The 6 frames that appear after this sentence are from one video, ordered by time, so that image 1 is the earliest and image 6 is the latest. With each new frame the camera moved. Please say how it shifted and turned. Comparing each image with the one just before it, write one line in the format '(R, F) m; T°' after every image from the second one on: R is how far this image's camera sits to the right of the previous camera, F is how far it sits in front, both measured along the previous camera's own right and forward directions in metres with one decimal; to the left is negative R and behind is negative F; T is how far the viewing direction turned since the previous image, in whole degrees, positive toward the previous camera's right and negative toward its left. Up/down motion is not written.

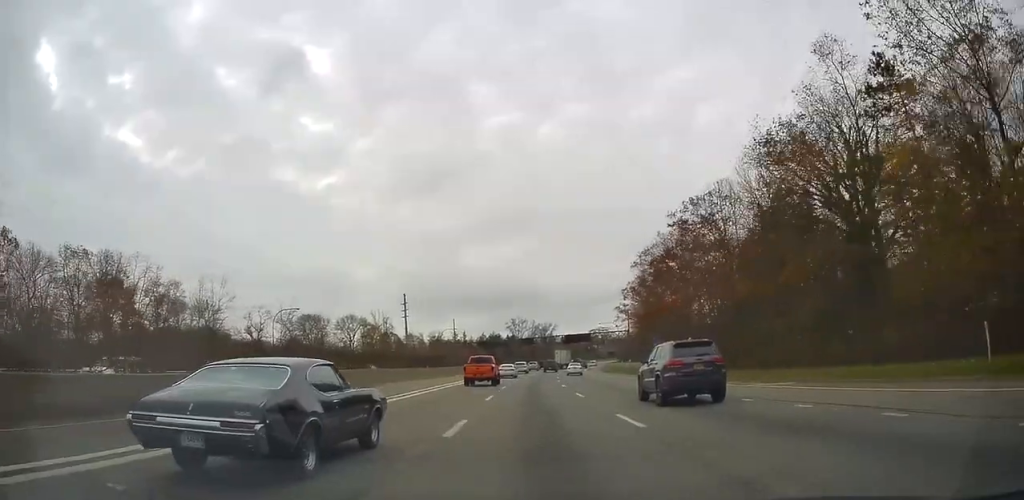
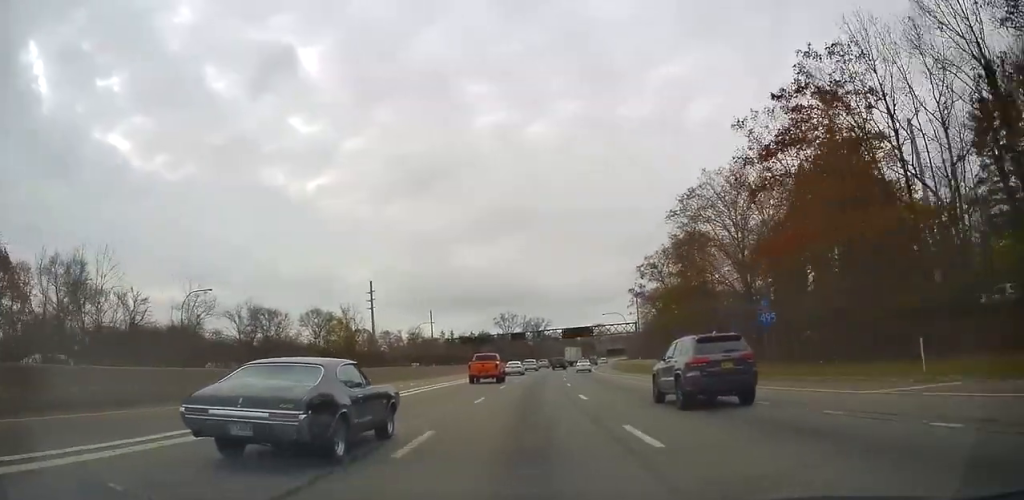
(+0.3, +27.1) m; +1°
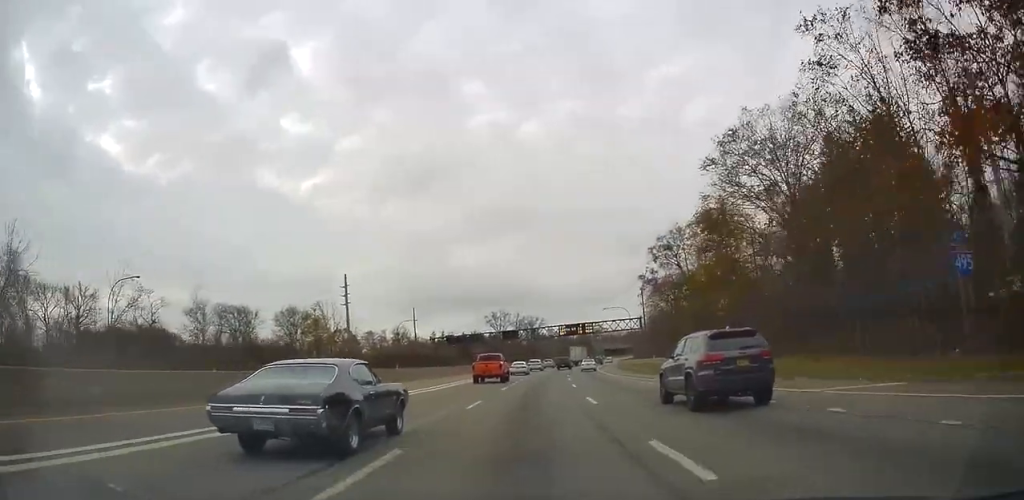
(+0.1, +14.7) m; +1°
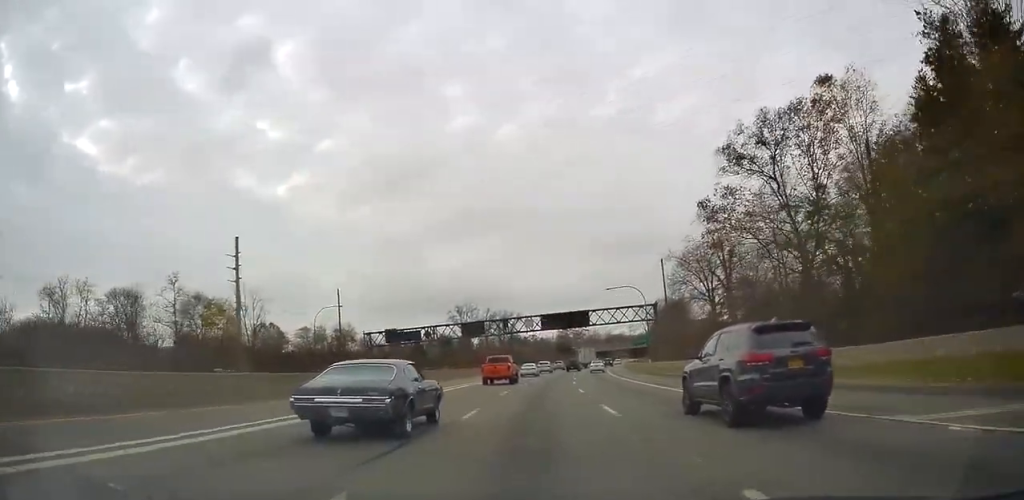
(+0.5, +39.9) m; +2°
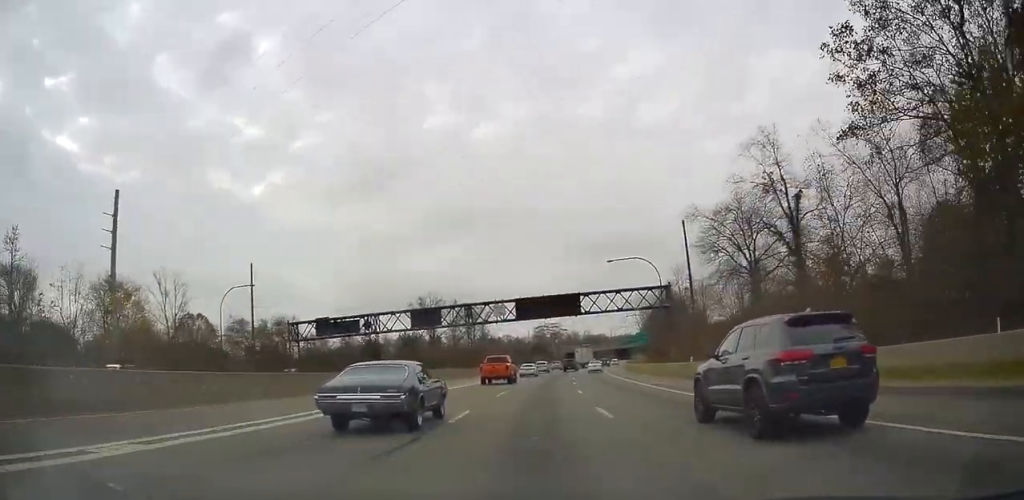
(+0.2, +24.8) m; +2°
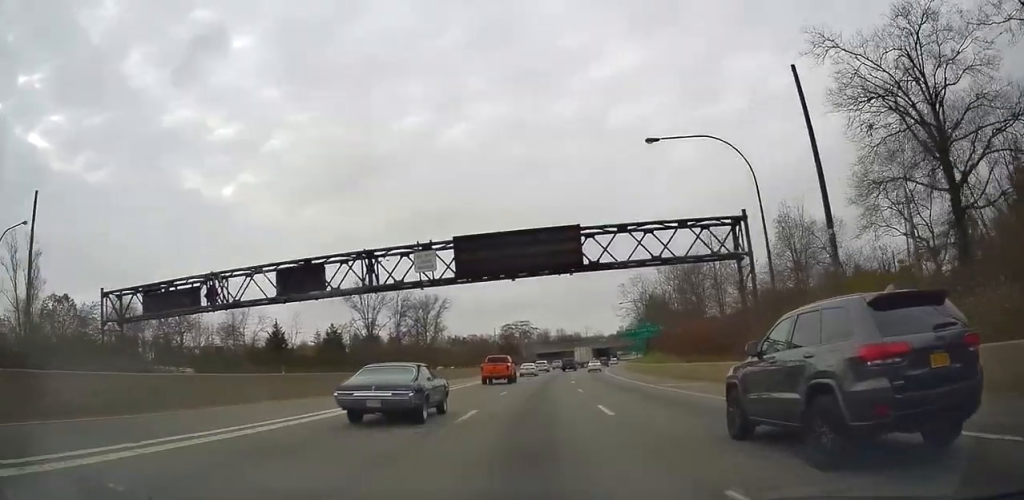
(+1.2, +35.5) m; +3°
